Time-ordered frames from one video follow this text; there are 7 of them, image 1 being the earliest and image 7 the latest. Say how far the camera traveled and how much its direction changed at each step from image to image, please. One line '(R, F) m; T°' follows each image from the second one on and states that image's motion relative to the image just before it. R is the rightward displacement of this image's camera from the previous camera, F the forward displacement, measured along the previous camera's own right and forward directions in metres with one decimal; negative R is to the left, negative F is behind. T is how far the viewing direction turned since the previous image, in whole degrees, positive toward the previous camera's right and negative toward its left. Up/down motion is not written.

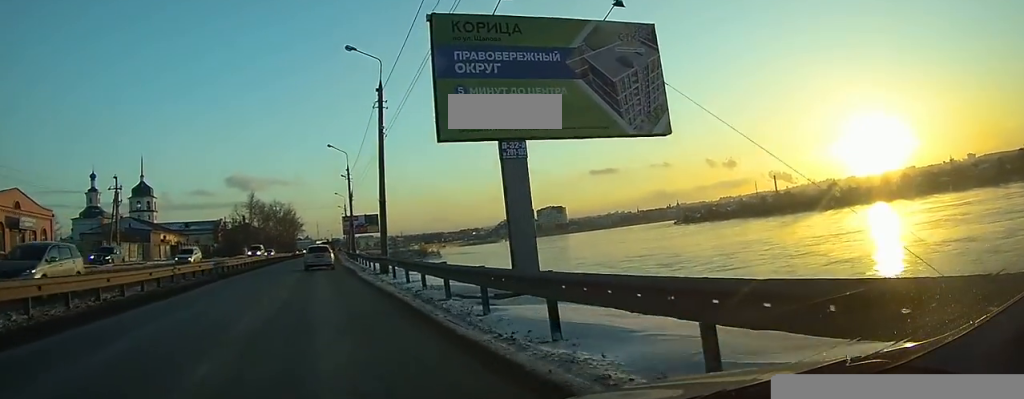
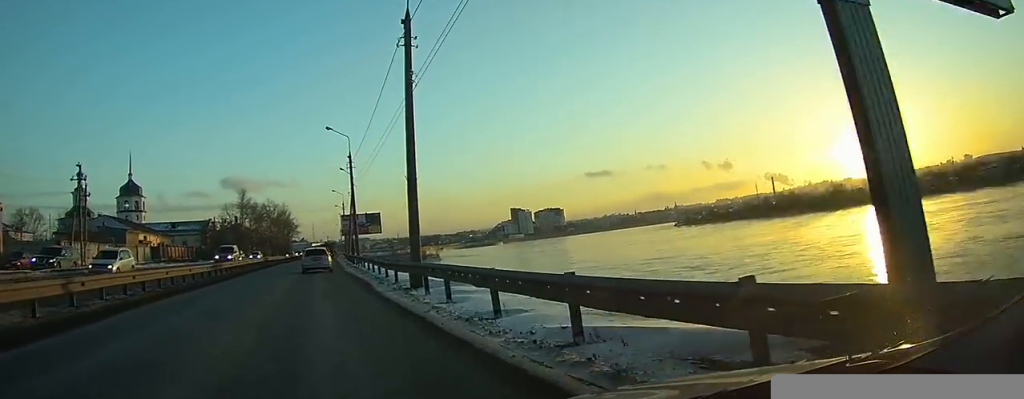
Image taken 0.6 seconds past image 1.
(0.0, +9.5) m; 0°
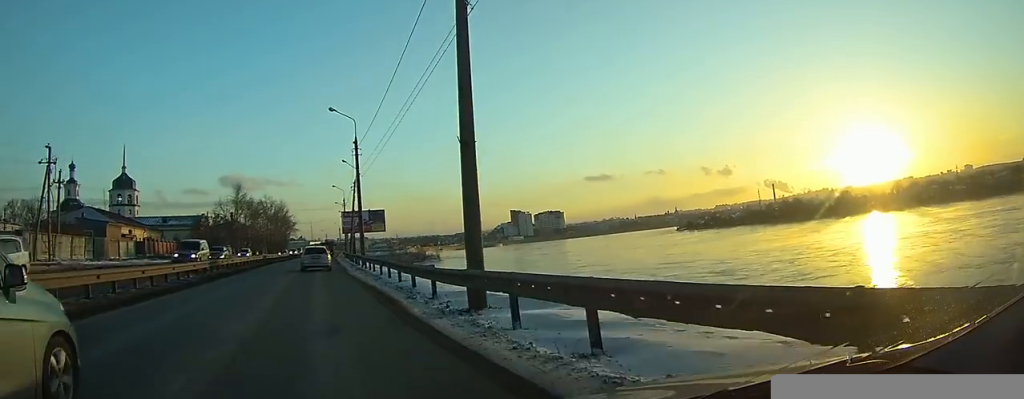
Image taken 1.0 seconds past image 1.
(-0.1, +6.9) m; 0°
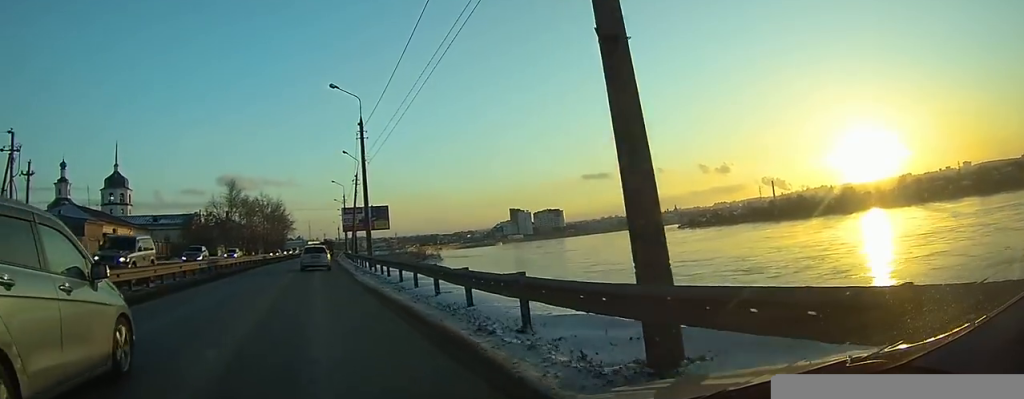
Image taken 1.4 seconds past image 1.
(0.0, +6.4) m; 0°
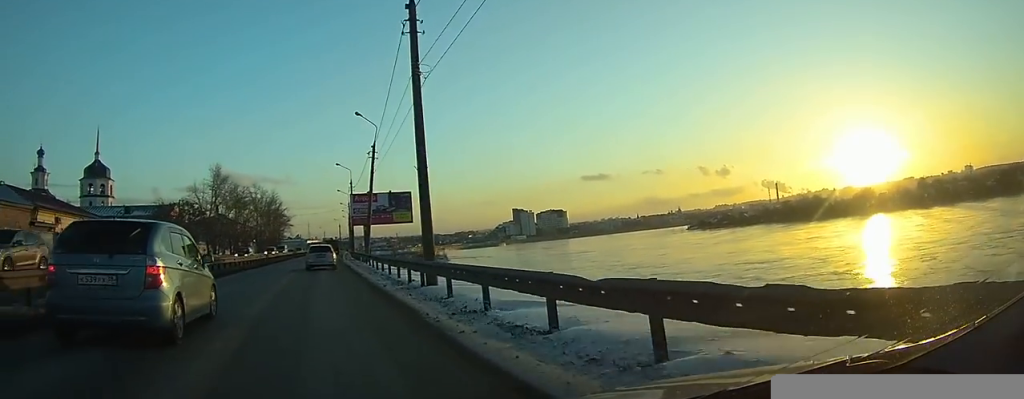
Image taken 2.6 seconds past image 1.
(+0.2, +18.6) m; +1°
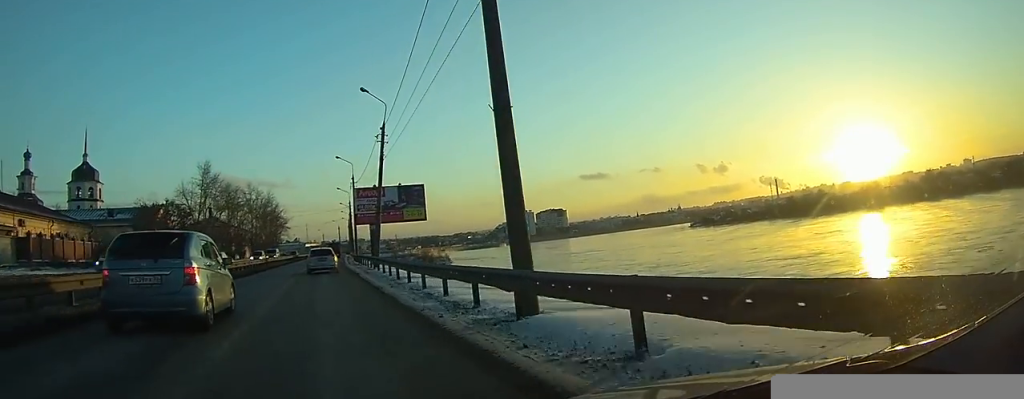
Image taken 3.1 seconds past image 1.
(0.0, +8.0) m; 0°
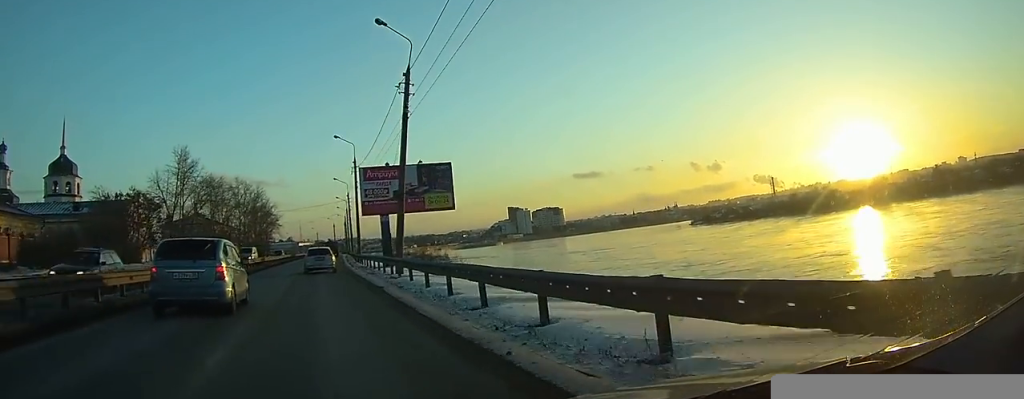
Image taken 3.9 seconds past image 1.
(0.0, +12.3) m; 0°
